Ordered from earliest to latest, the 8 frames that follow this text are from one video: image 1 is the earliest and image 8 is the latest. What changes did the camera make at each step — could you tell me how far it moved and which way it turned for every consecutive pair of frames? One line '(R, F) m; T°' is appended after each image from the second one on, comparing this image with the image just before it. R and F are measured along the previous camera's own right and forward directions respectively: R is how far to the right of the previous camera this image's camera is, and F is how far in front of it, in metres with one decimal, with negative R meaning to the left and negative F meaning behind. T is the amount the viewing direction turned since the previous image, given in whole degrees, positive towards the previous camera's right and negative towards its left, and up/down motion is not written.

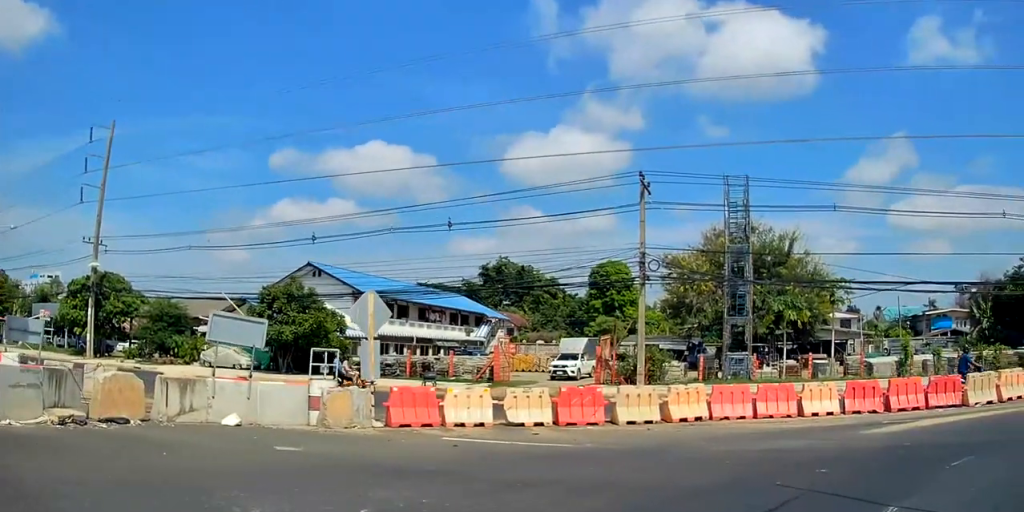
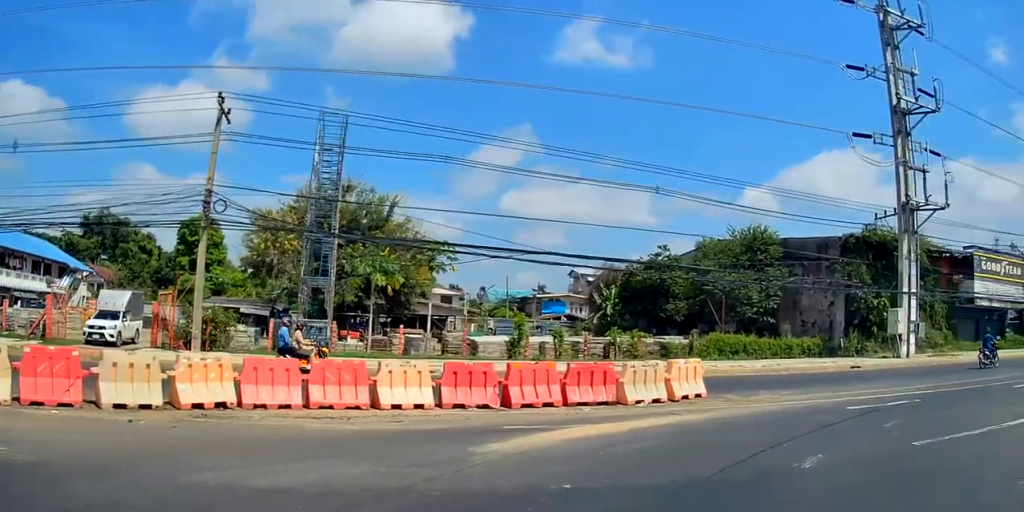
(+0.9, +4.8) m; +25°
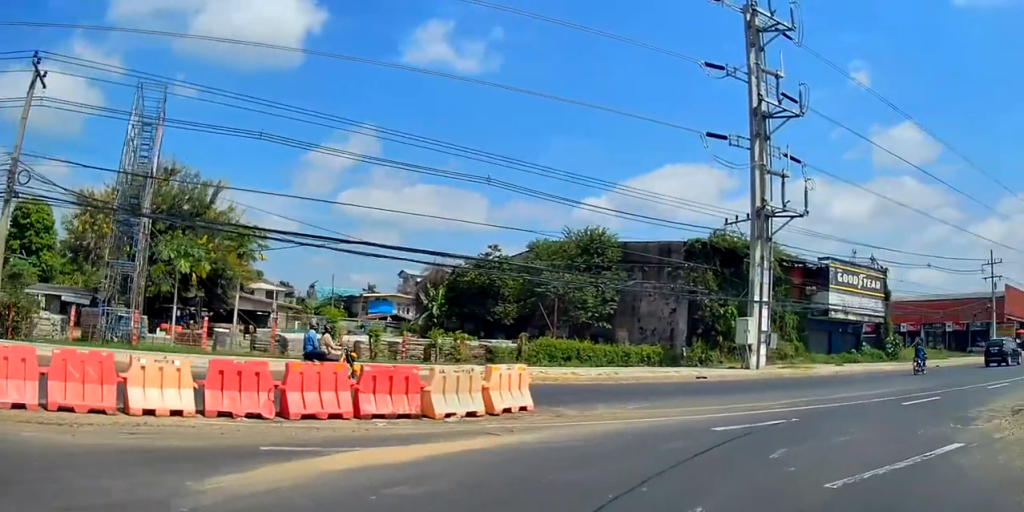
(+0.4, +1.9) m; +19°
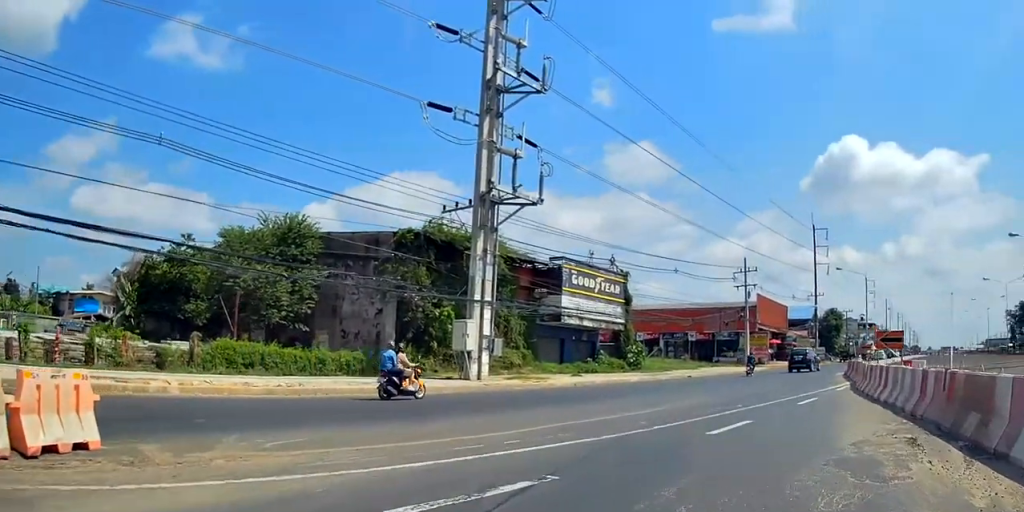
(+1.1, +3.1) m; +45°
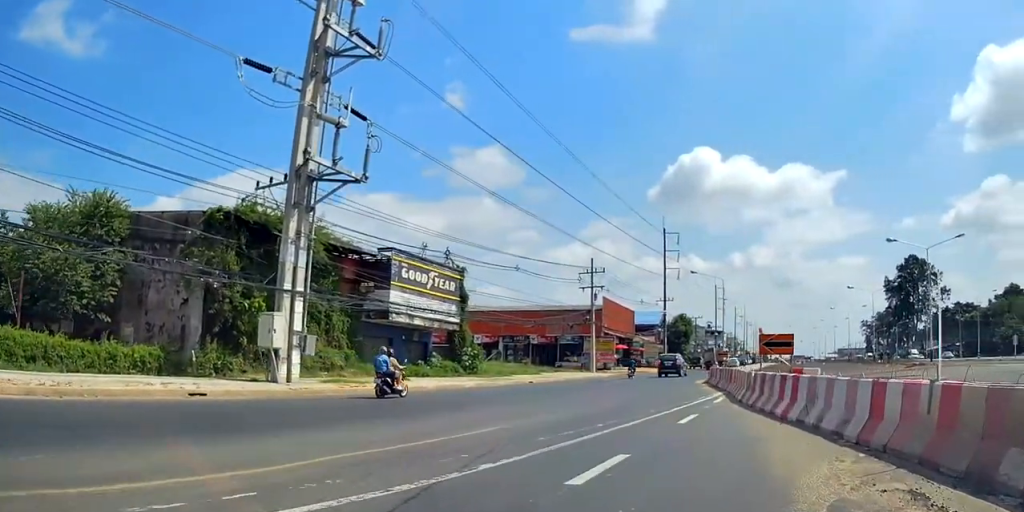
(+0.8, +2.5) m; +20°
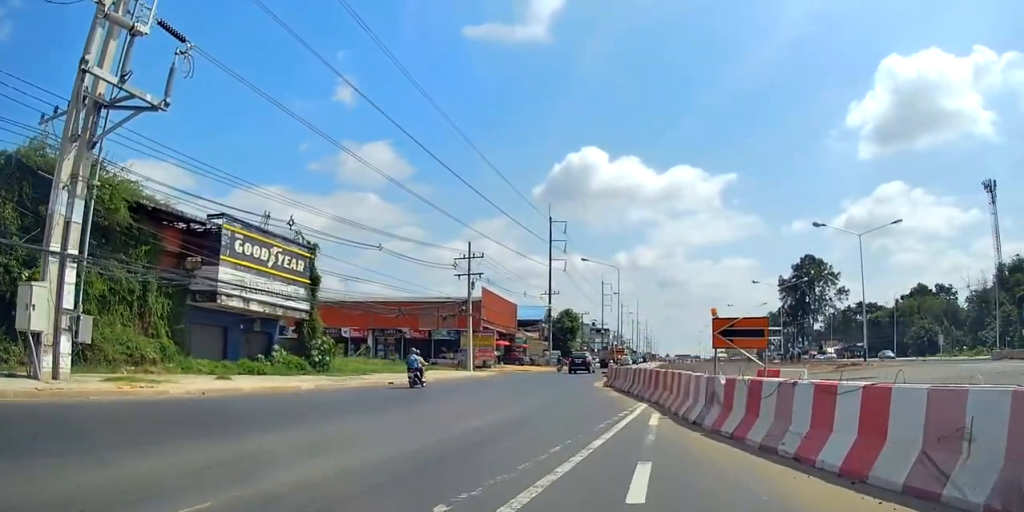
(+0.7, +5.4) m; -3°
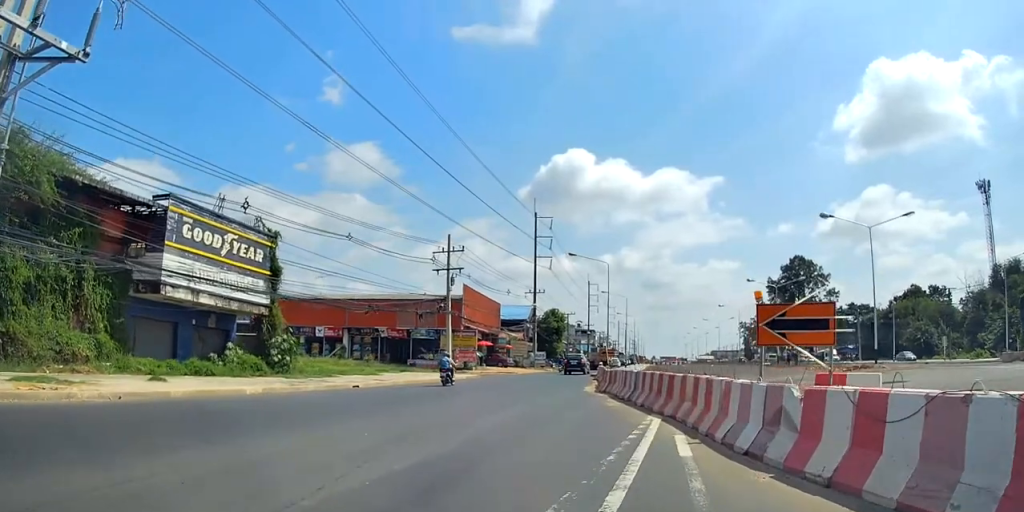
(-0.4, +3.1) m; -7°
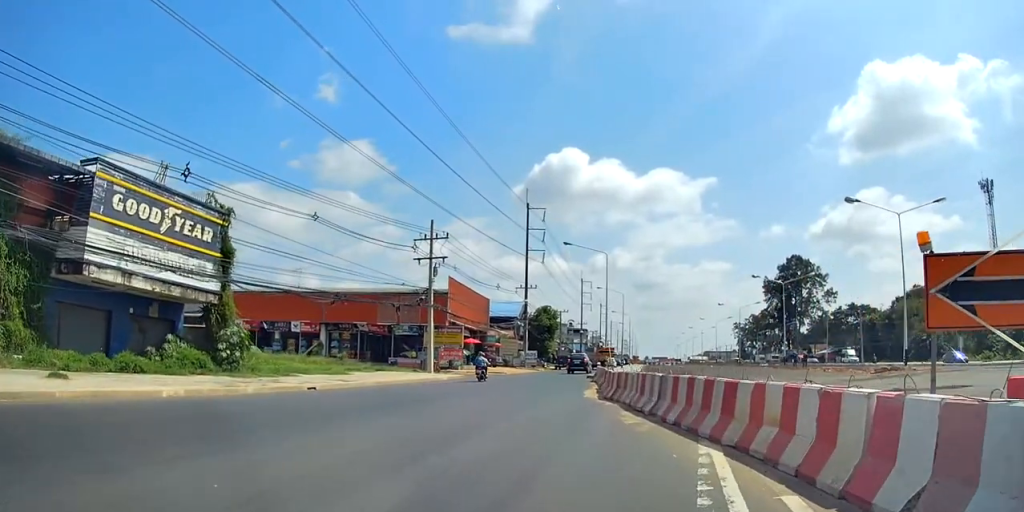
(-0.3, +4.3) m; -4°
